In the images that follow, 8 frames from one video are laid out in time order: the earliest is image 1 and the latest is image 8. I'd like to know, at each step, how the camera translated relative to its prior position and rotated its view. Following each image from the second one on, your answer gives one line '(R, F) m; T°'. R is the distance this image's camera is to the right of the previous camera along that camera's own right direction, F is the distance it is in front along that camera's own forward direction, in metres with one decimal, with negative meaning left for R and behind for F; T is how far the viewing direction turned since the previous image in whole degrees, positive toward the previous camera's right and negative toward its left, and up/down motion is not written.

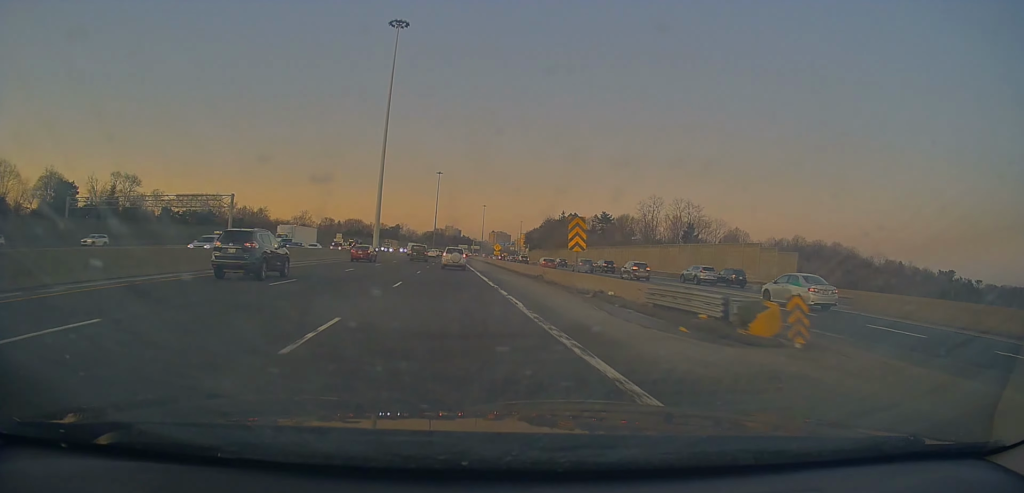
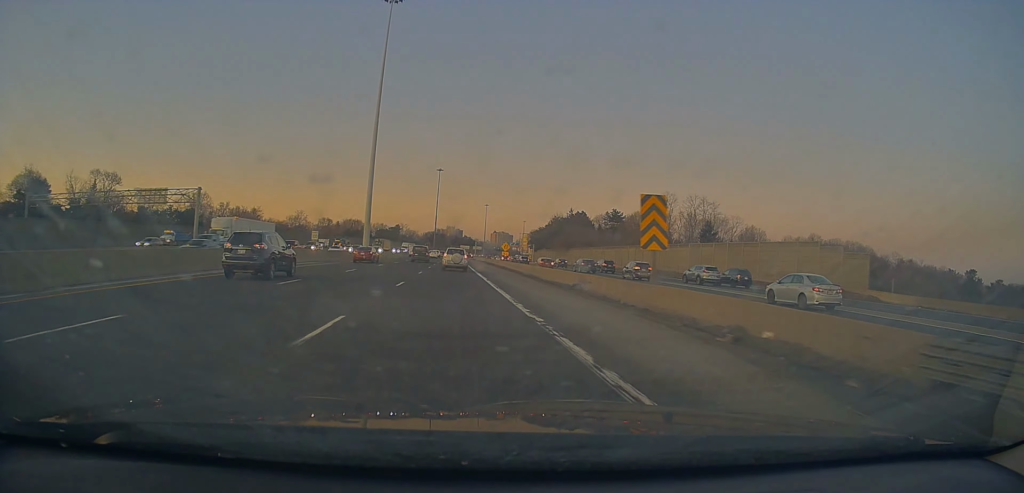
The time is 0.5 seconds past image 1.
(+0.4, +11.6) m; 0°
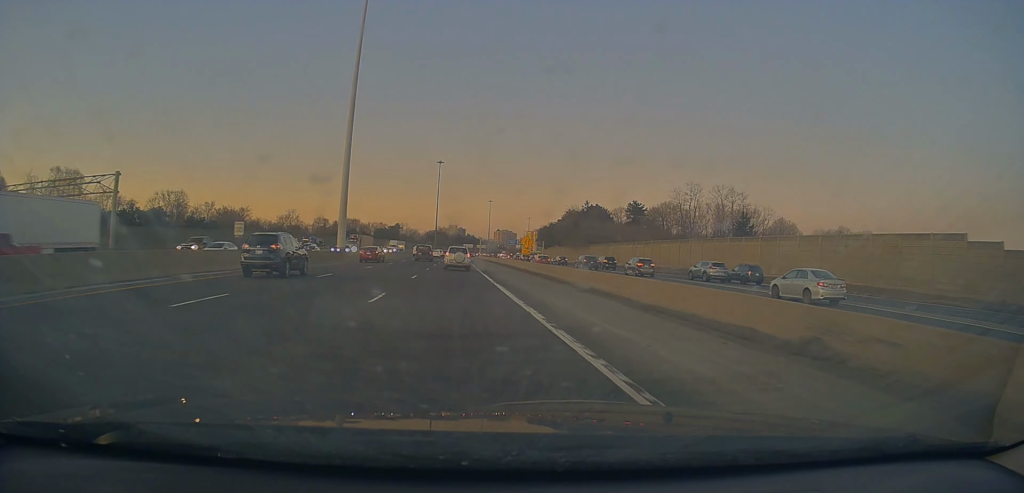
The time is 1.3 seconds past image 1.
(-0.4, +19.3) m; -2°
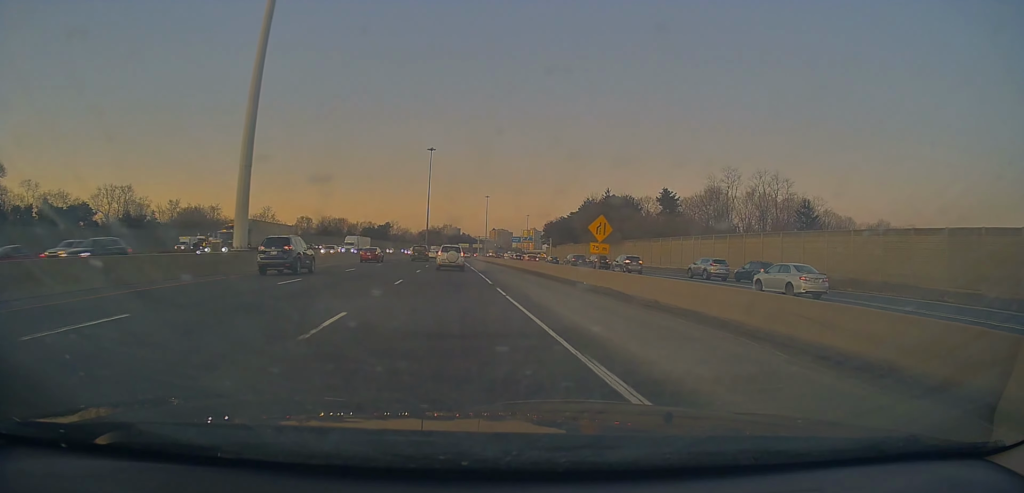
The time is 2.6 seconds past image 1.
(-0.6, +29.1) m; -2°
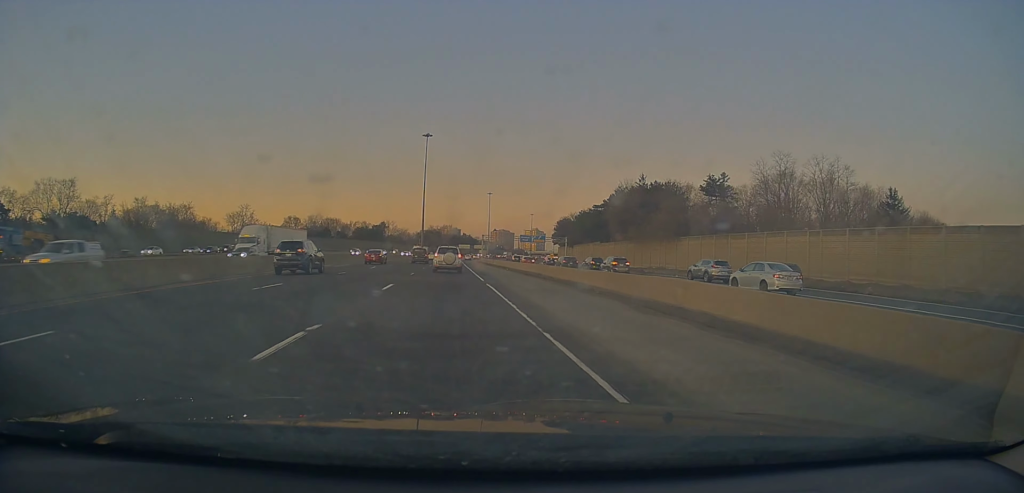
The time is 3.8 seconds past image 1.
(+0.2, +26.4) m; +2°
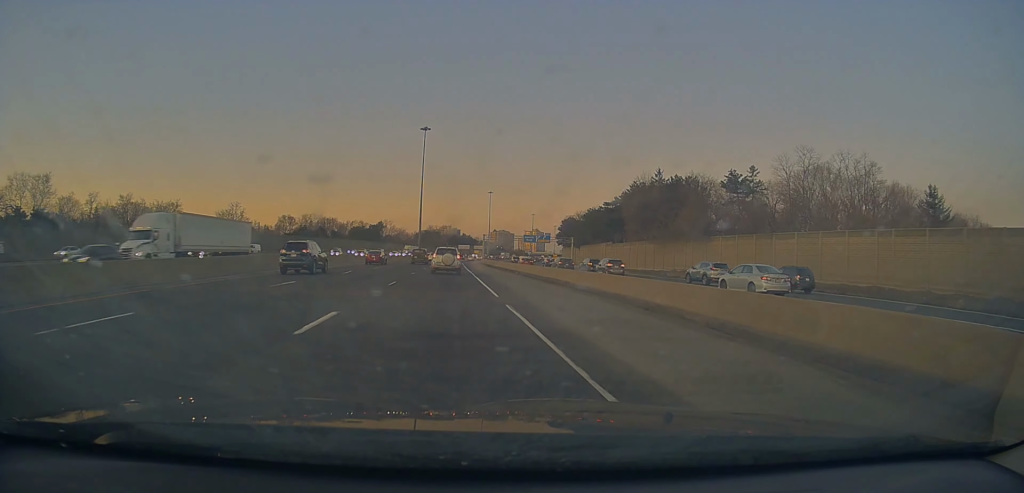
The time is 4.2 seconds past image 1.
(+0.2, +9.7) m; 0°
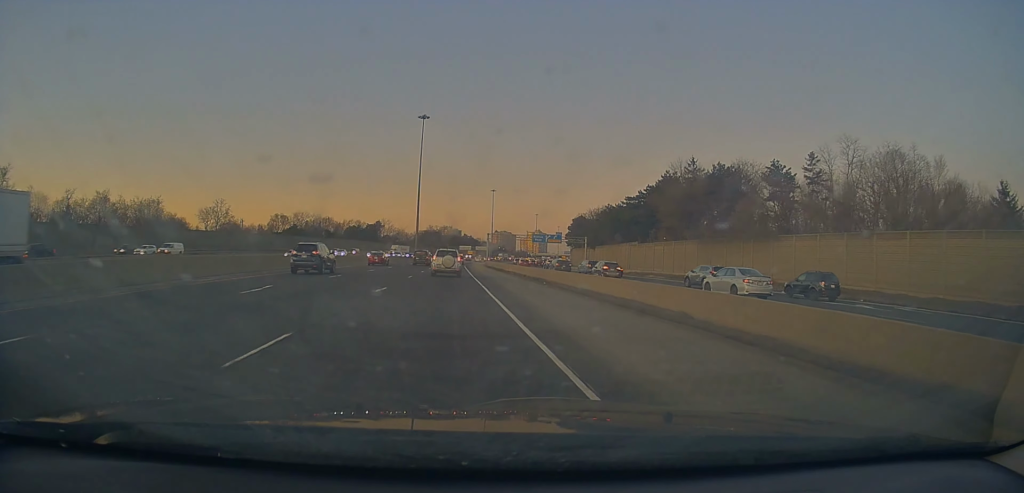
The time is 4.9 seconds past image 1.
(+0.1, +15.0) m; 0°
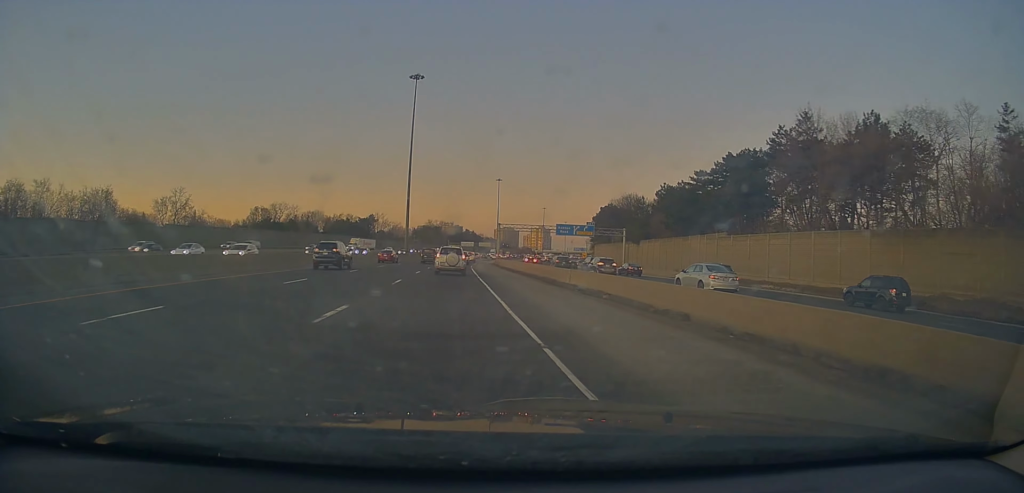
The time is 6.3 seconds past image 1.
(0.0, +31.4) m; 0°
